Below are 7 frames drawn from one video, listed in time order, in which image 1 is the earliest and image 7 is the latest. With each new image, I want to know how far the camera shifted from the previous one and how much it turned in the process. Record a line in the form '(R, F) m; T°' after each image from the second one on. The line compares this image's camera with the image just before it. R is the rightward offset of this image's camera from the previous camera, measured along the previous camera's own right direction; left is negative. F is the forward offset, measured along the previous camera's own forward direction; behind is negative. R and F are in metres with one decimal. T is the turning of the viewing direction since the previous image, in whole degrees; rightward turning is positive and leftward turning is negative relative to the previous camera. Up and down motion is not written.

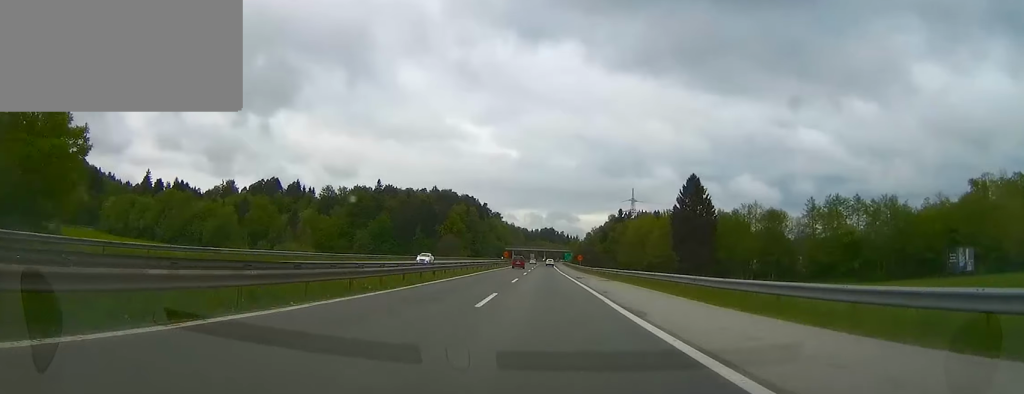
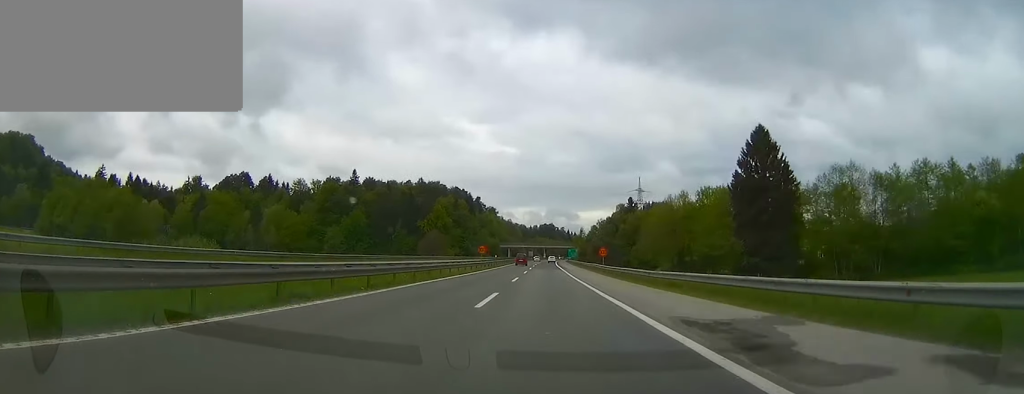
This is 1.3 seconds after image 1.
(0.0, +38.2) m; 0°
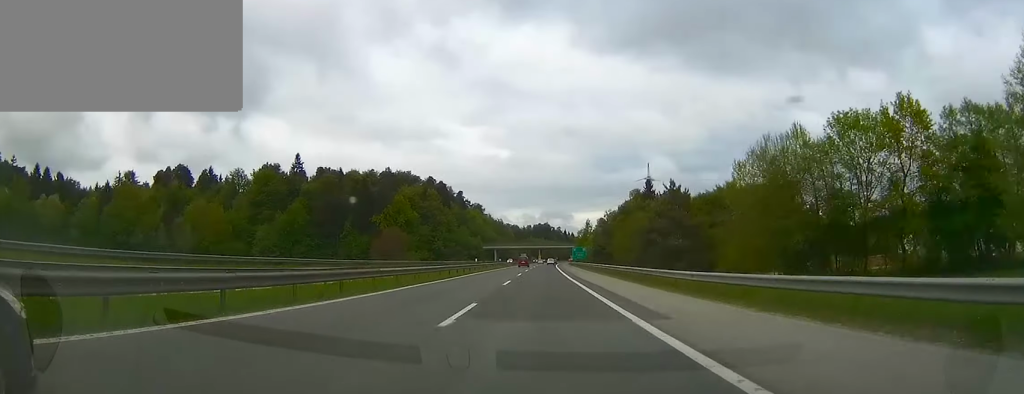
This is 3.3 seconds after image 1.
(+0.2, +58.8) m; 0°
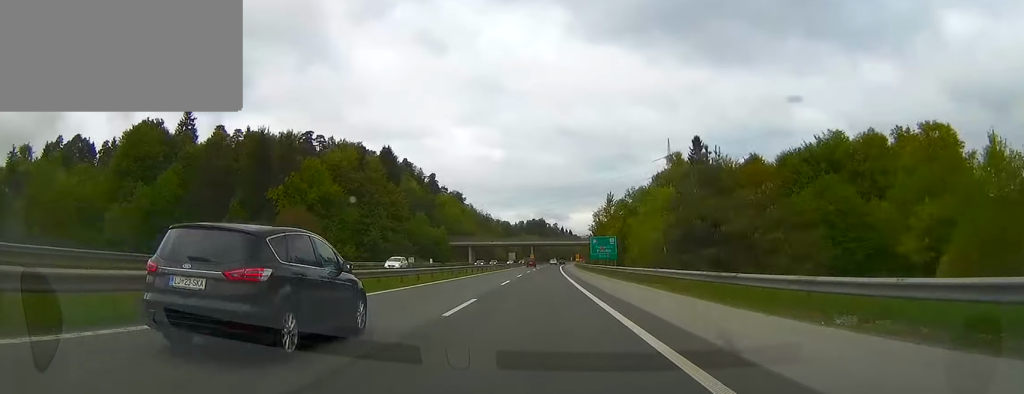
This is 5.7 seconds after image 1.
(+0.4, +70.3) m; +1°
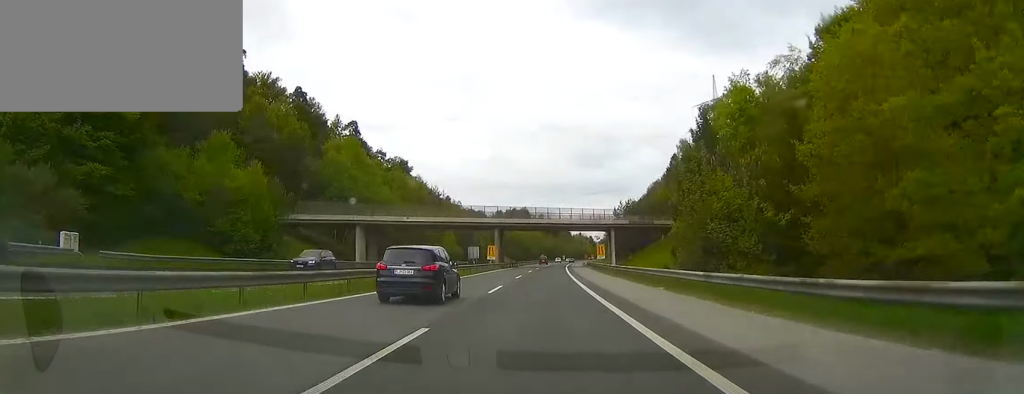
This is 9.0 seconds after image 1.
(+0.6, +95.2) m; +1°
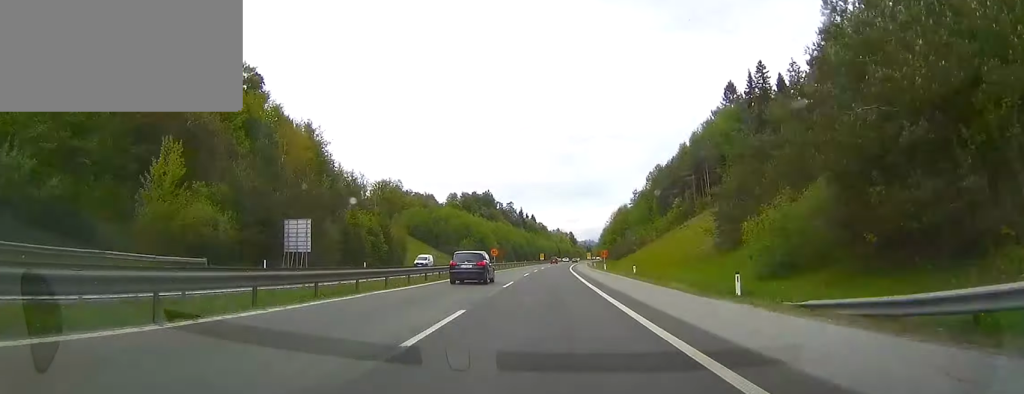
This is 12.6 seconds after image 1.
(+2.0, +100.5) m; +3°
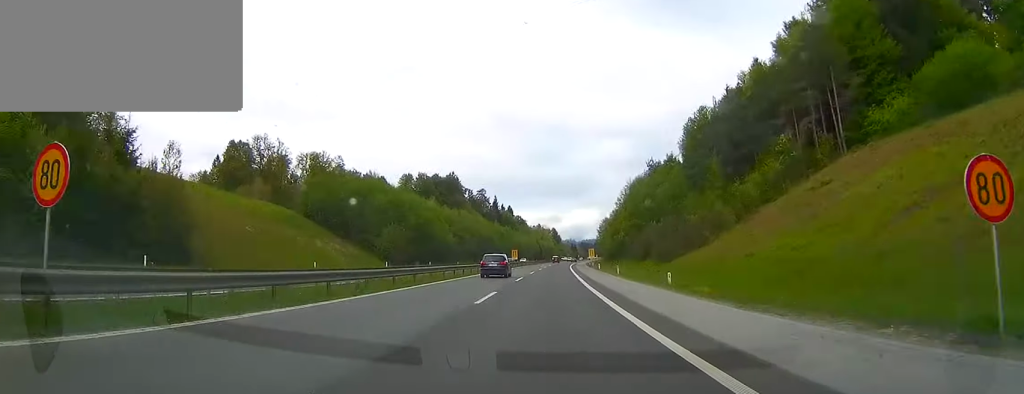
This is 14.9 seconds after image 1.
(+0.9, +62.1) m; +2°
